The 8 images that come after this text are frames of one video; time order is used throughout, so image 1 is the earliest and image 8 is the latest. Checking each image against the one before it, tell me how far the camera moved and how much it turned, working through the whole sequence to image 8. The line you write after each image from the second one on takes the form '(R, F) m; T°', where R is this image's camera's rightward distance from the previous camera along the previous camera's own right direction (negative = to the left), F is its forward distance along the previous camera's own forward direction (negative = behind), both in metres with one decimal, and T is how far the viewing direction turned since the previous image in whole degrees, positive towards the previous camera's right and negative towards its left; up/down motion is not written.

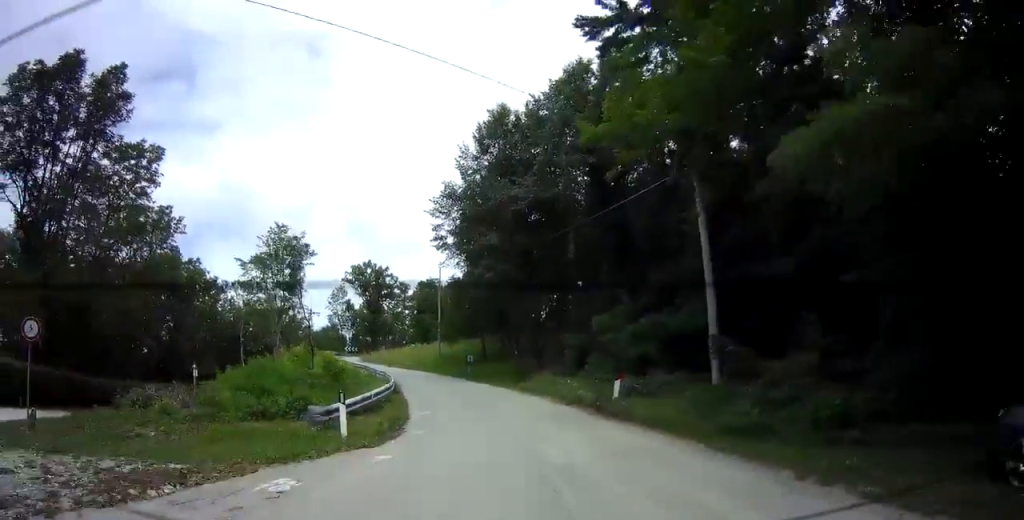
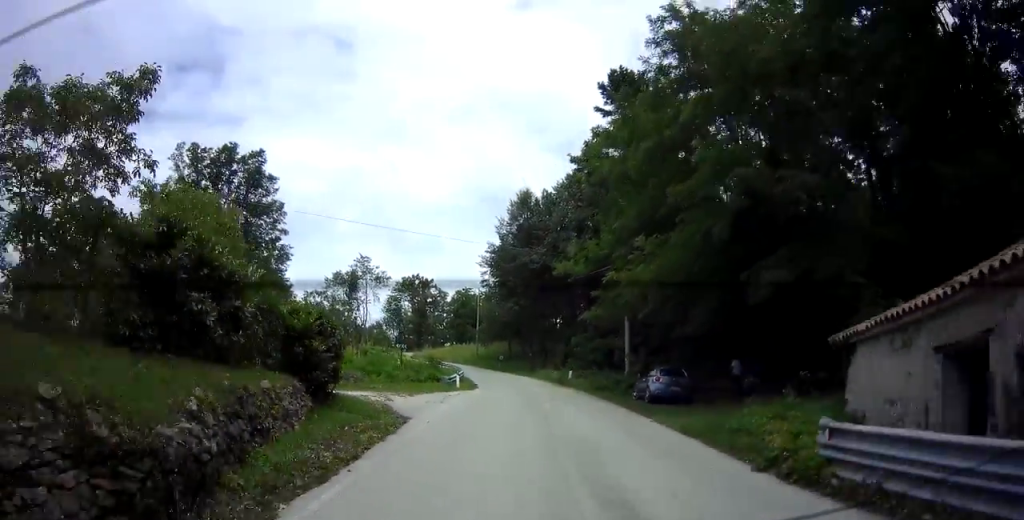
(+3.2, +15.2) m; +18°
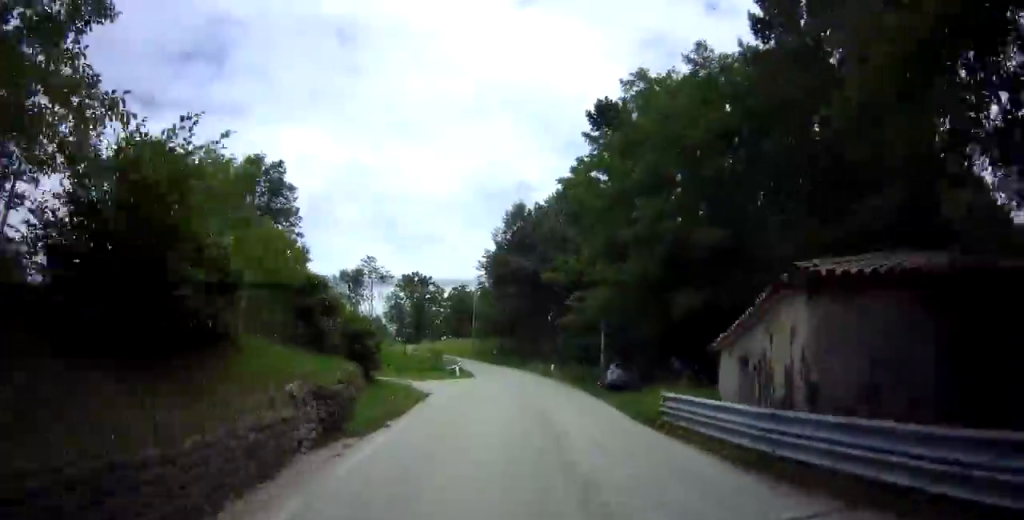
(+0.2, +5.6) m; +6°
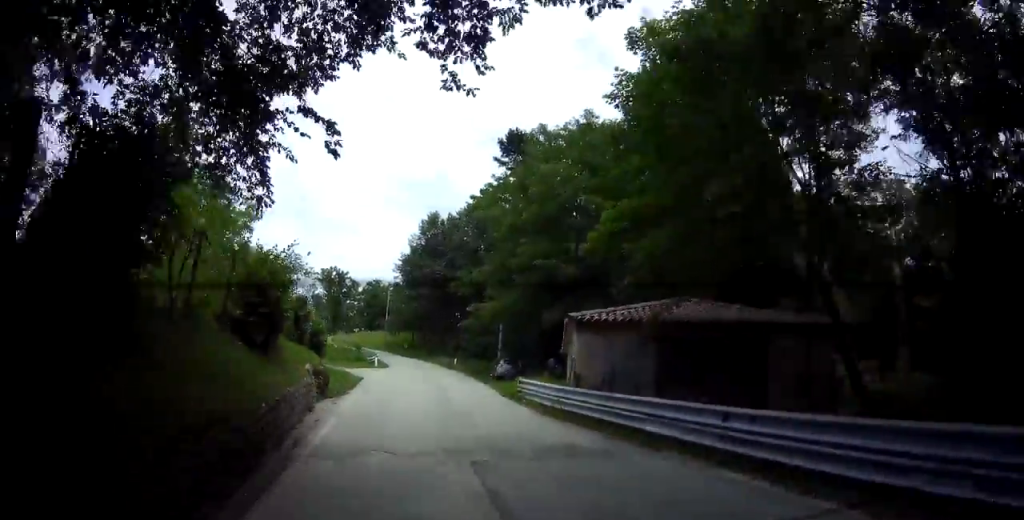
(+0.5, +7.1) m; +8°
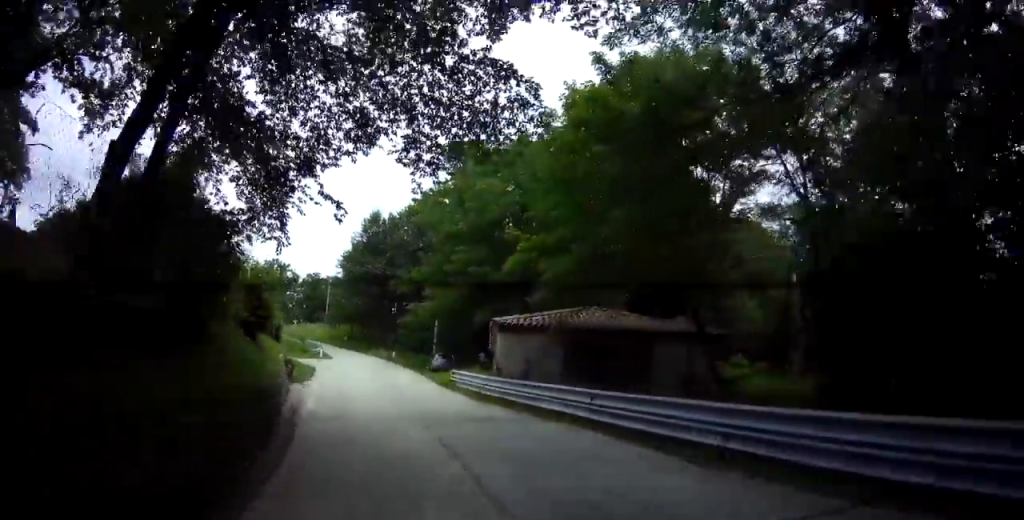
(+0.2, +3.6) m; +3°
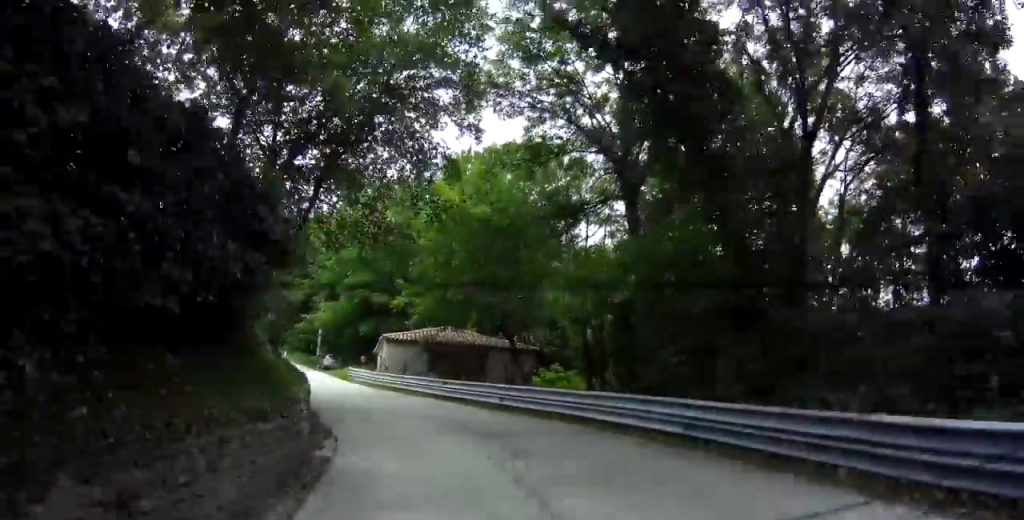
(+0.4, +10.0) m; +4°
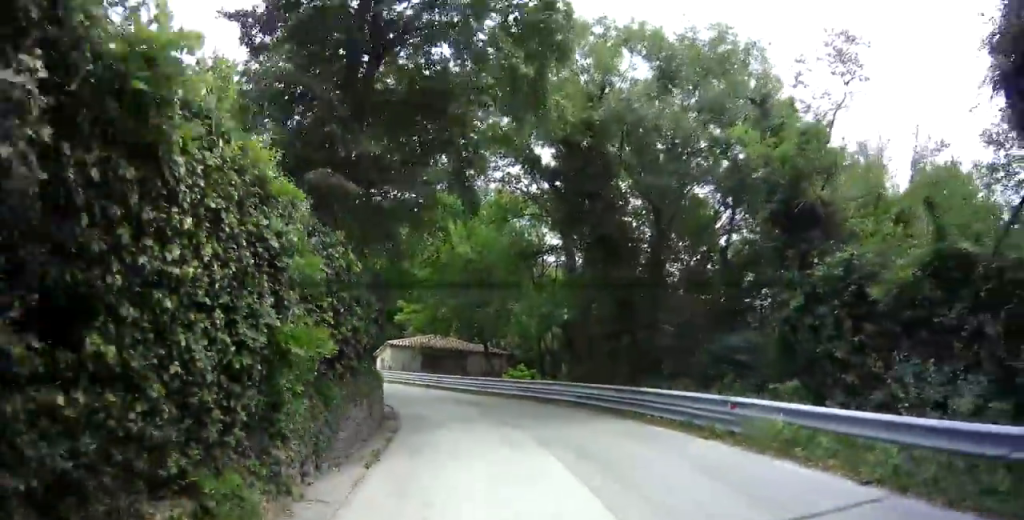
(+0.2, +8.4) m; -1°
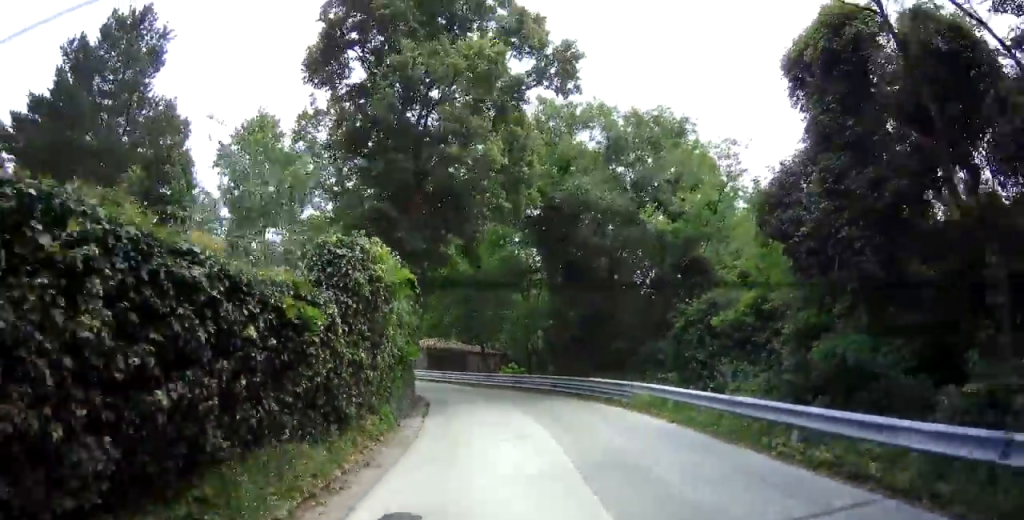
(-0.2, +6.9) m; 0°
